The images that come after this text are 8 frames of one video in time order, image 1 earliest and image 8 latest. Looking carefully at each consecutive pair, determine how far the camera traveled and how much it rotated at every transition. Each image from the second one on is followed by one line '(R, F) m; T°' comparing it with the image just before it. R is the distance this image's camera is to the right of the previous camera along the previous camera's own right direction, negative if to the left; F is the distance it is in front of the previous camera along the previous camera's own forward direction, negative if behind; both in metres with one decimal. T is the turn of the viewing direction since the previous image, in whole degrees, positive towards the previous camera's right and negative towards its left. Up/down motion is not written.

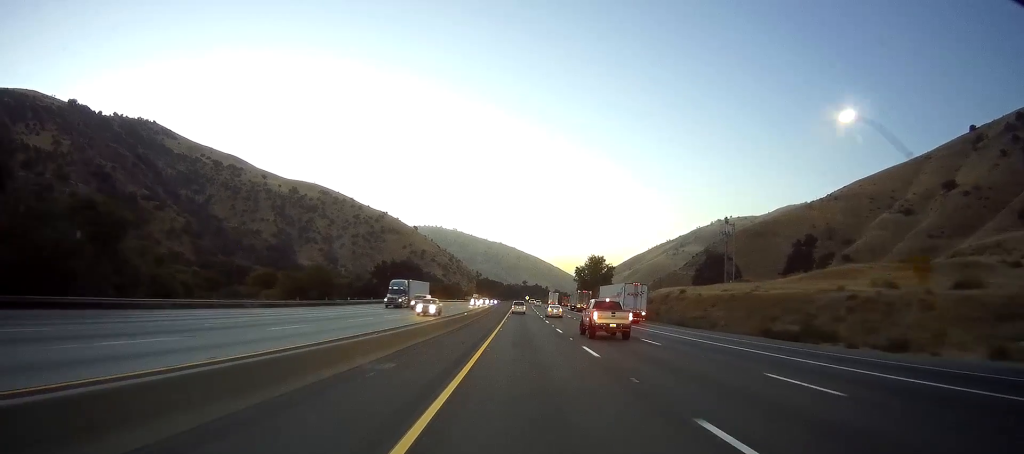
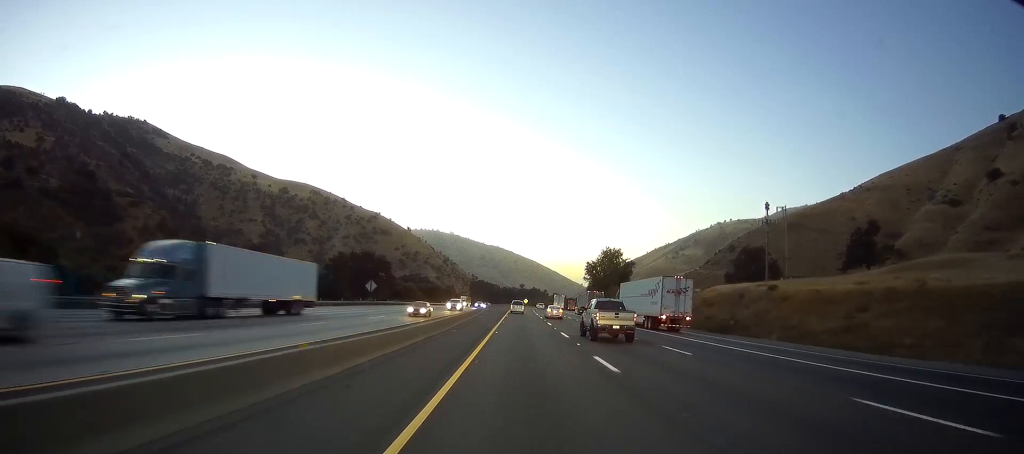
(+0.1, +33.4) m; 0°
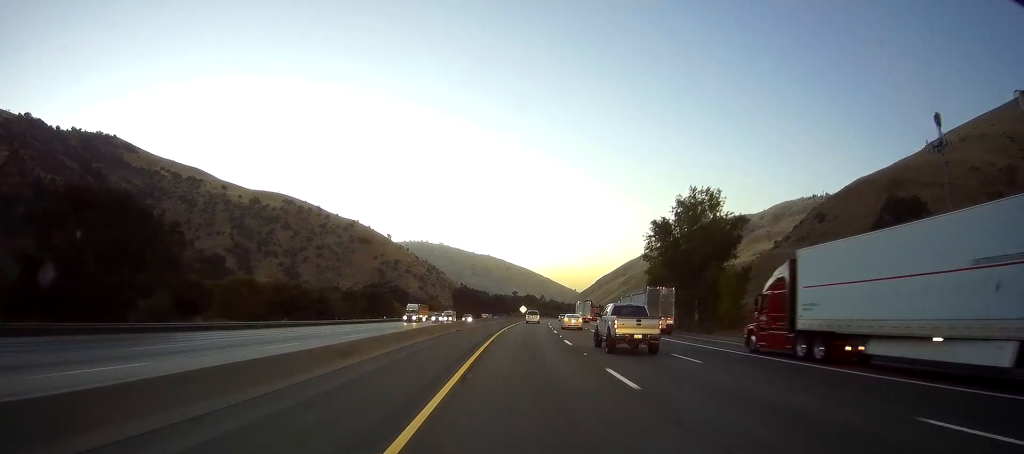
(+0.8, +75.2) m; +2°
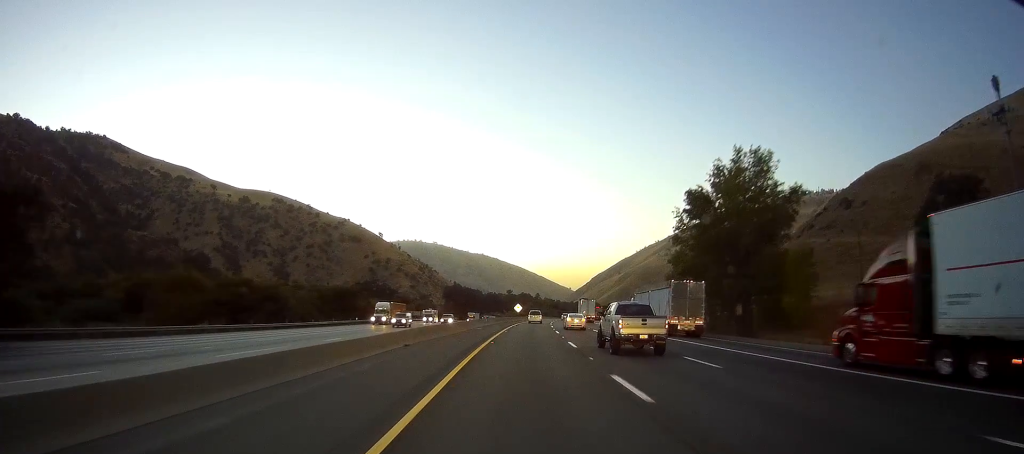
(+0.1, +16.4) m; +1°
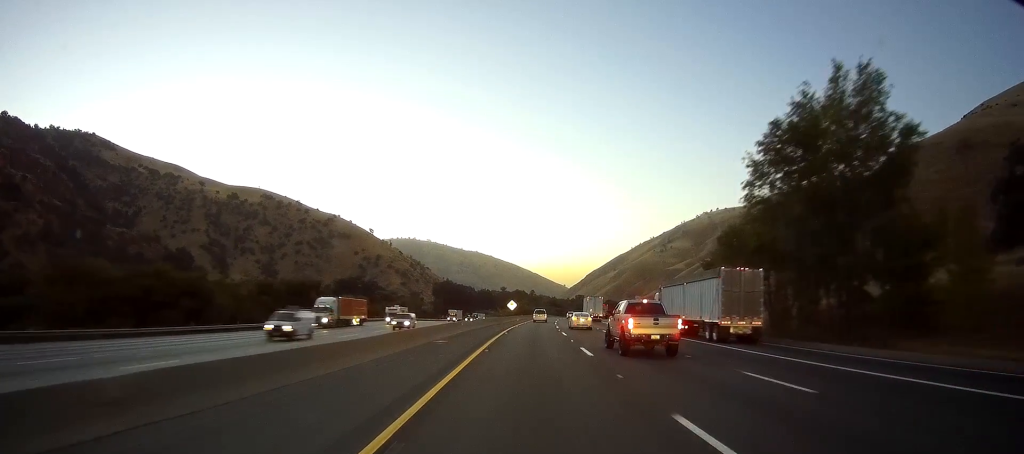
(+0.1, +19.6) m; +1°
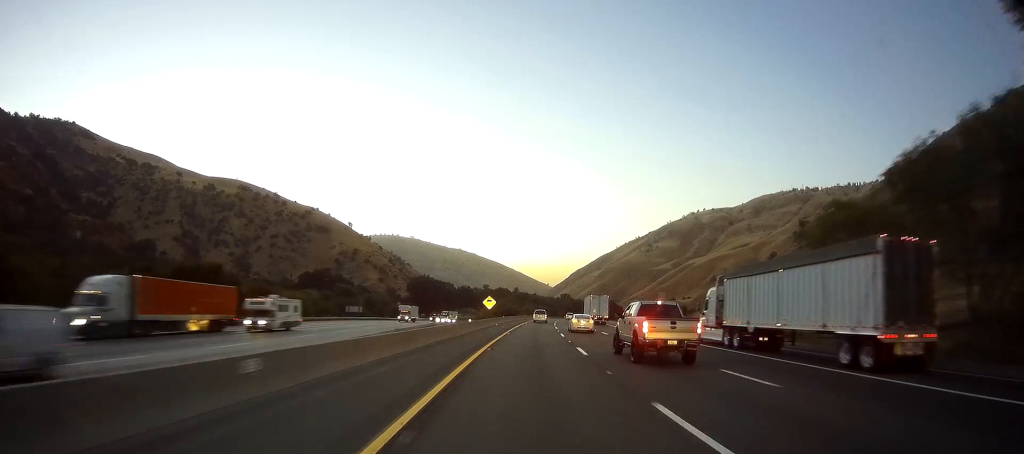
(+0.4, +28.2) m; +2°
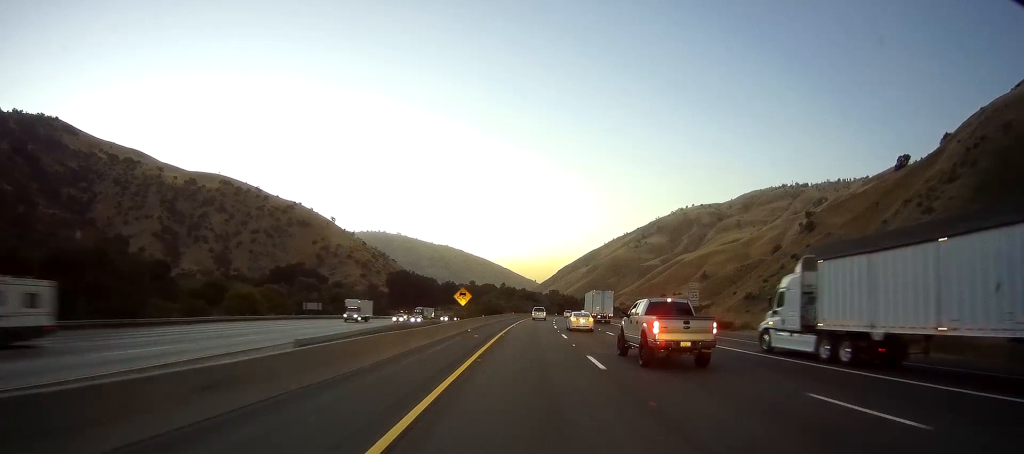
(+0.2, +19.4) m; +1°
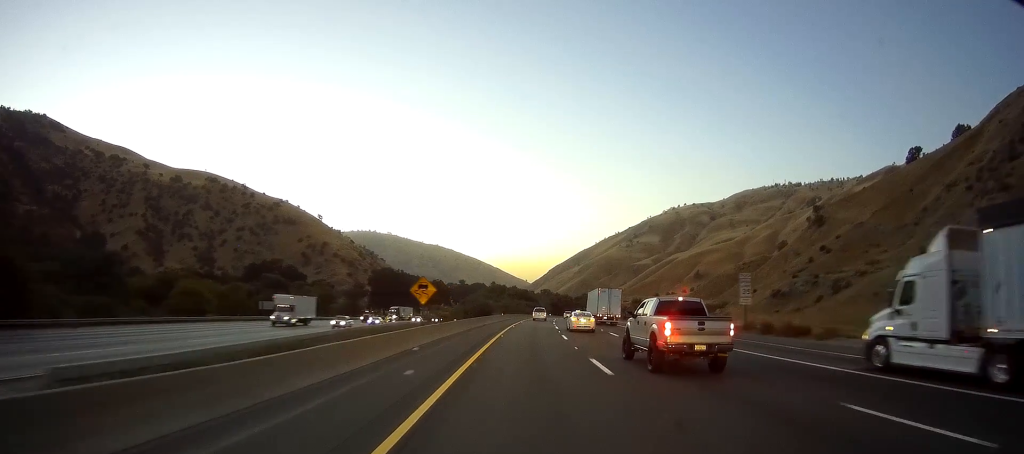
(+0.2, +16.2) m; +1°
